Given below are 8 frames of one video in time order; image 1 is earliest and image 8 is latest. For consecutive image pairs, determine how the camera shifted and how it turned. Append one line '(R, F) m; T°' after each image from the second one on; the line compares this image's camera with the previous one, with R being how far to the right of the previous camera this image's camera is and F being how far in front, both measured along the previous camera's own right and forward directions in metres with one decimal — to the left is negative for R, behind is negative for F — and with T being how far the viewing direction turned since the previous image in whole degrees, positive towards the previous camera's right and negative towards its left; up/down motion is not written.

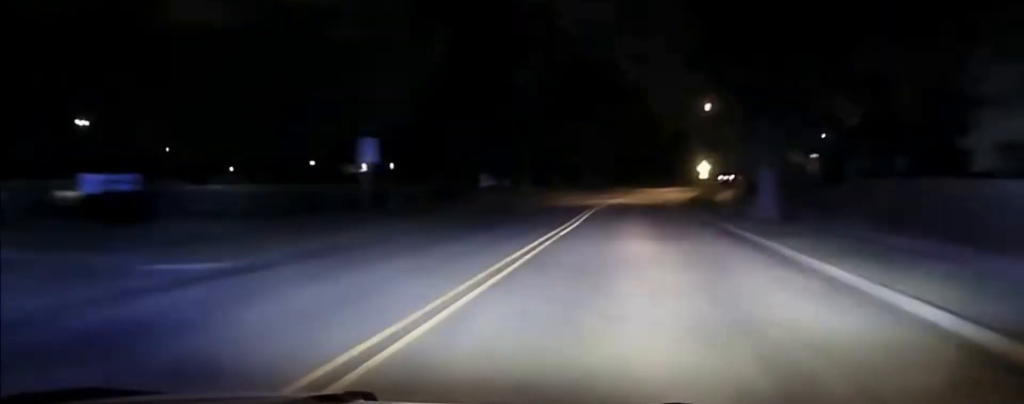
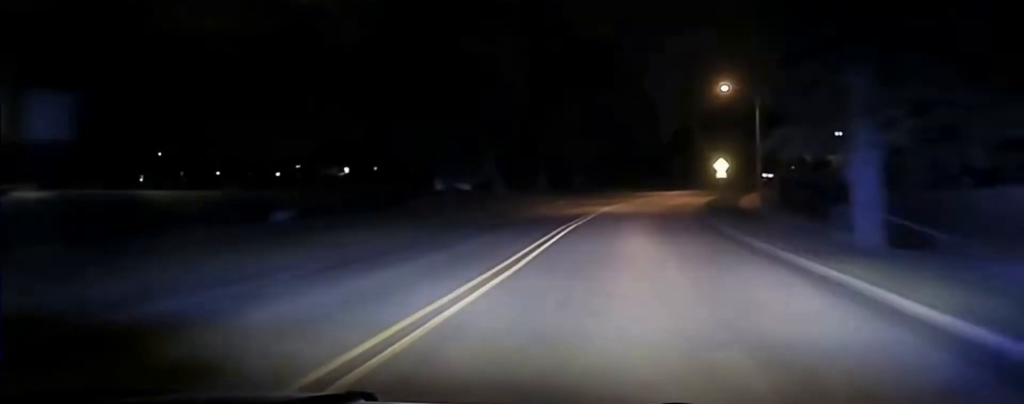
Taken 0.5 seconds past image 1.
(0.0, +18.9) m; 0°
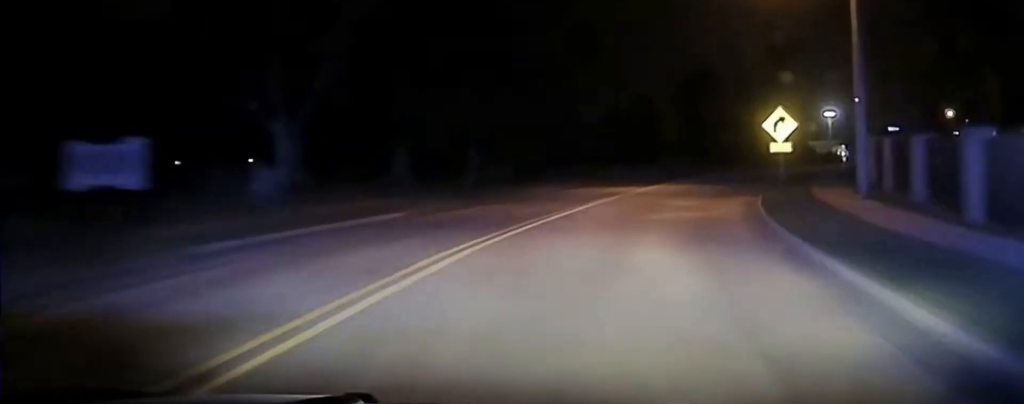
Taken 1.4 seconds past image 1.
(0.0, +36.7) m; +2°
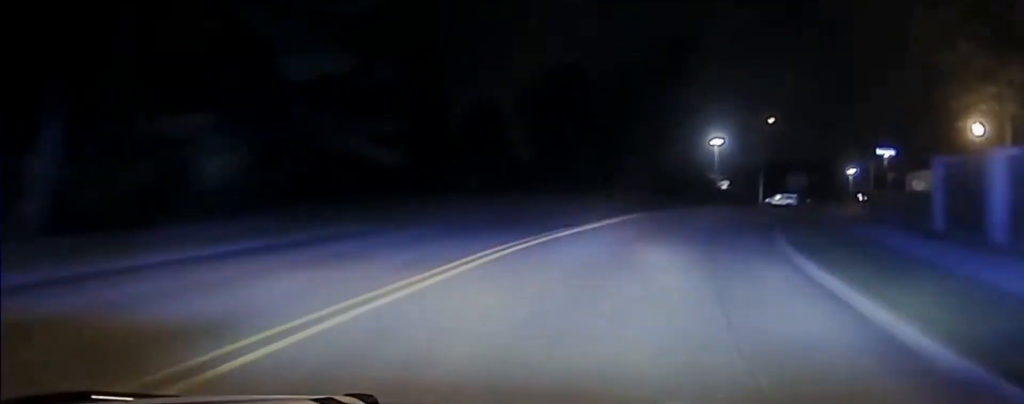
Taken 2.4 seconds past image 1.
(+1.3, +32.2) m; +6°
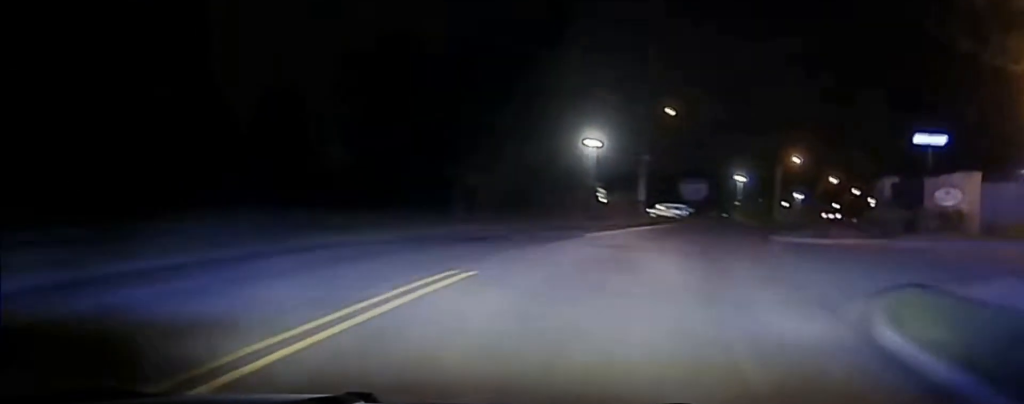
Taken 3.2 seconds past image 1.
(+1.8, +21.7) m; +9°
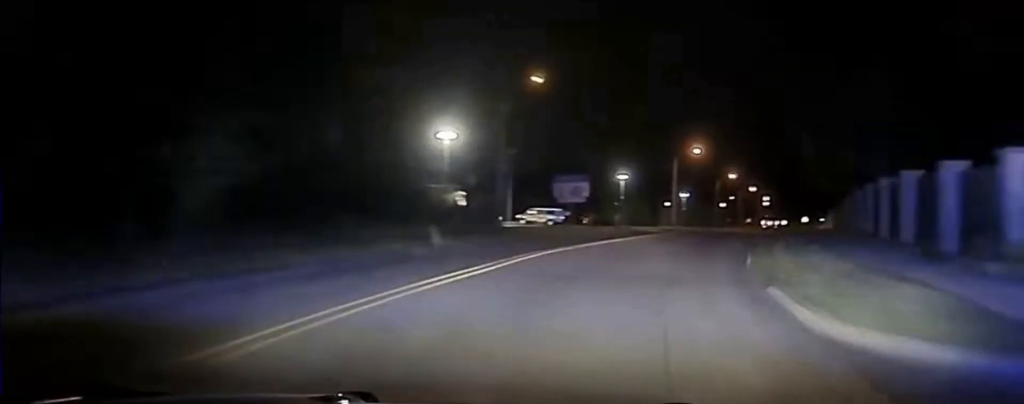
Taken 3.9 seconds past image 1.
(+2.0, +20.7) m; +9°
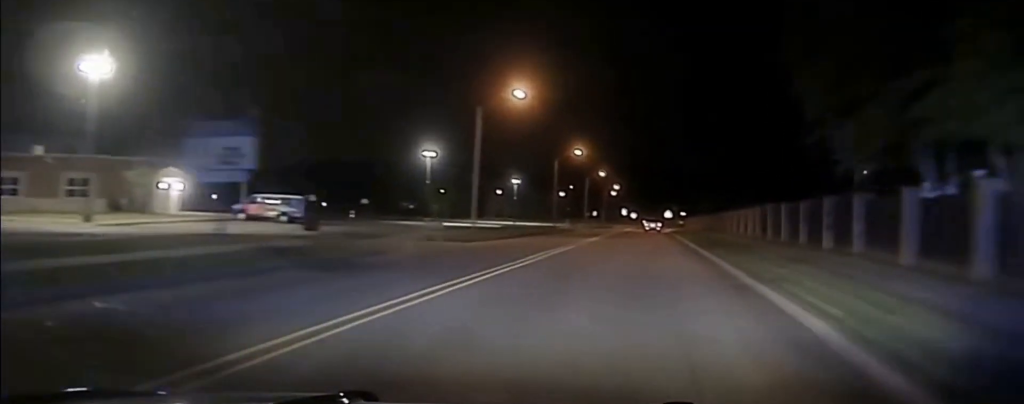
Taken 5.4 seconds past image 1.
(+5.0, +40.1) m; +12°
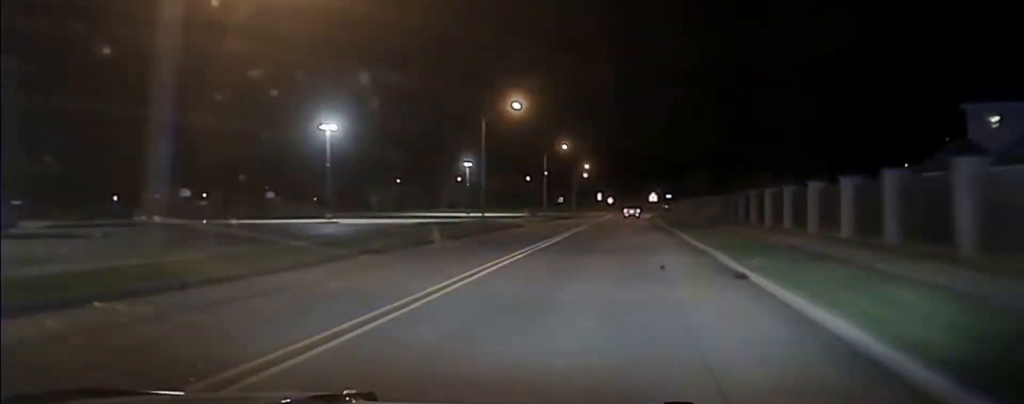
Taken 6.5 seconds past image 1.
(+1.5, +30.6) m; +3°
